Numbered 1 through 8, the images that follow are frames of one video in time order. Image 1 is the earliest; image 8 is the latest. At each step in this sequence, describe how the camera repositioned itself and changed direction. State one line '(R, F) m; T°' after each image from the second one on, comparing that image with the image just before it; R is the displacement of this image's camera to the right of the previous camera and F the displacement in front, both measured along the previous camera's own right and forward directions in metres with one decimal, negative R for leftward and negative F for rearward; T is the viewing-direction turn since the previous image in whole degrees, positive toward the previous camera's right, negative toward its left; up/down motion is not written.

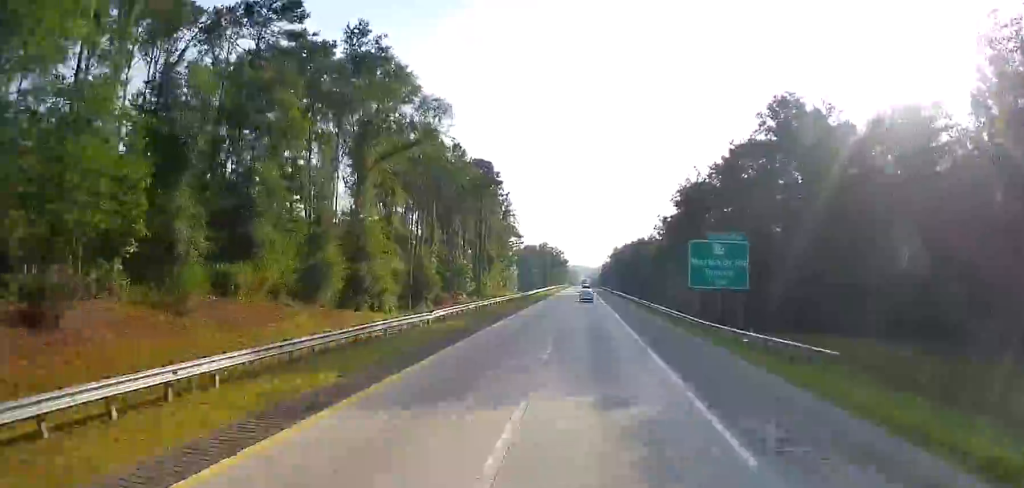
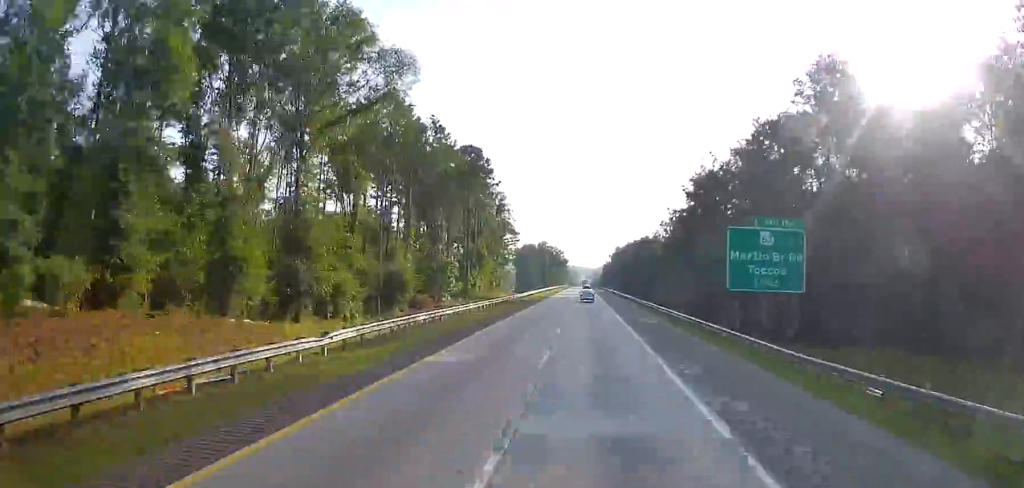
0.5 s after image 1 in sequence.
(+0.1, +14.4) m; 0°
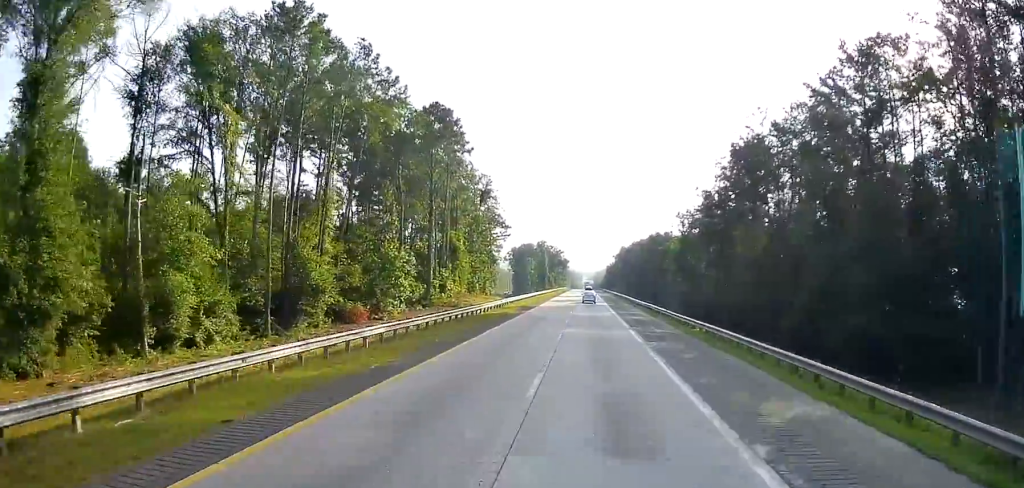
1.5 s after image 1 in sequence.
(+0.1, +28.7) m; -1°
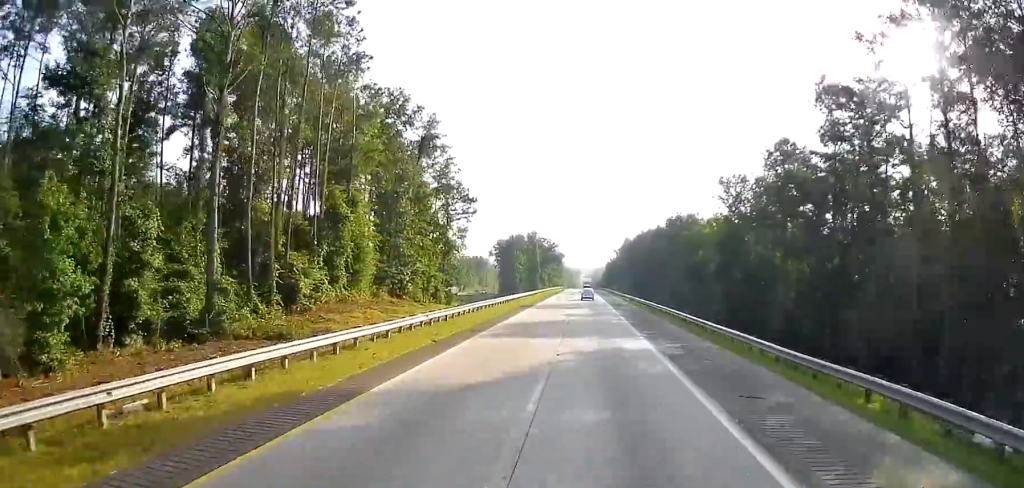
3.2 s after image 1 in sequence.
(-0.4, +50.7) m; 0°
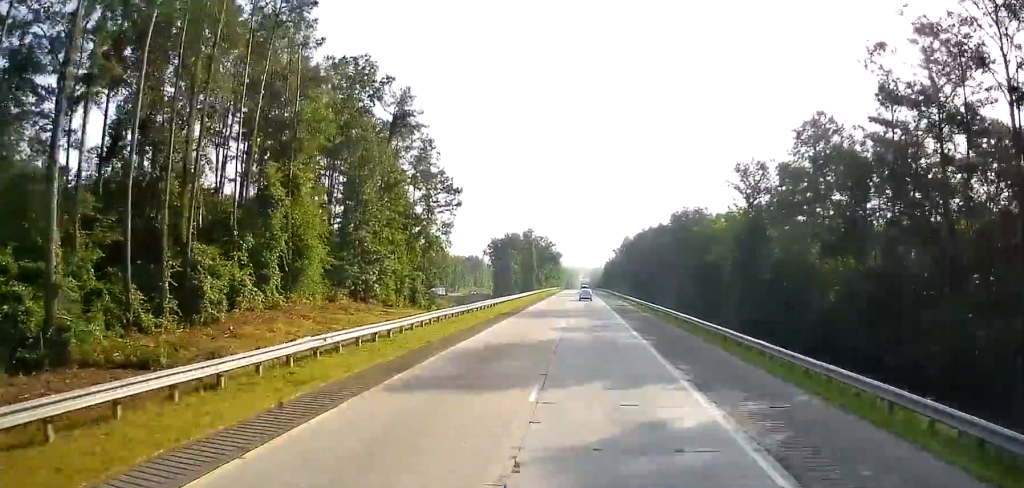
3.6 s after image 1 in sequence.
(+0.3, +12.8) m; 0°
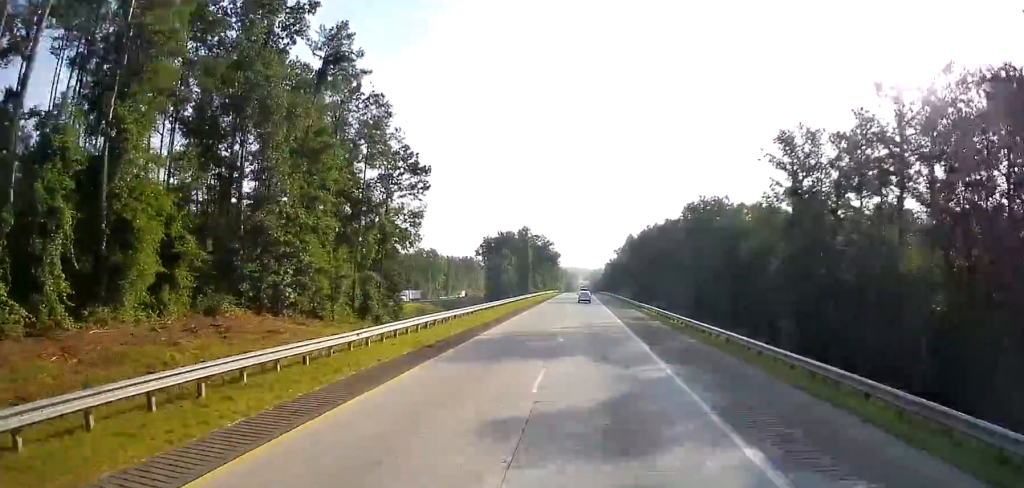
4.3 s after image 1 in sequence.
(-0.3, +21.6) m; 0°
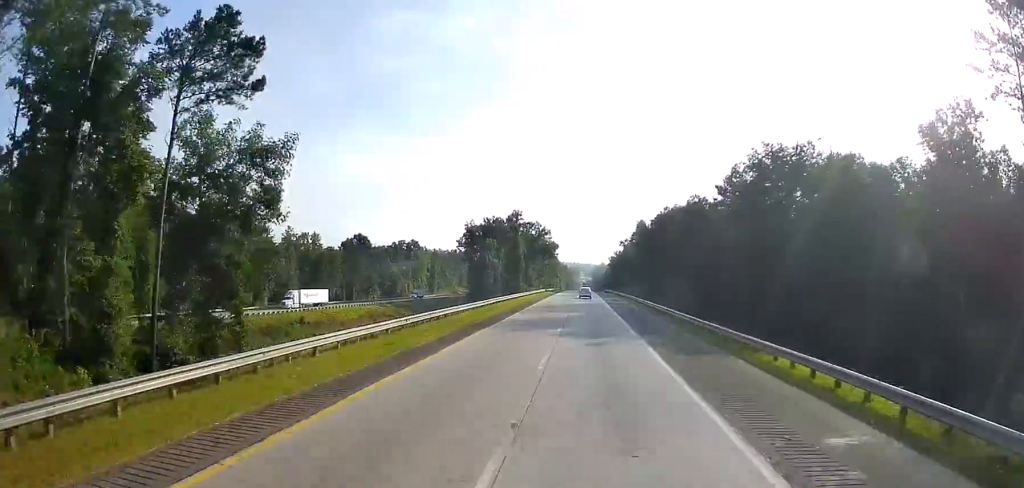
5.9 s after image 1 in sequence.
(0.0, +45.7) m; 0°
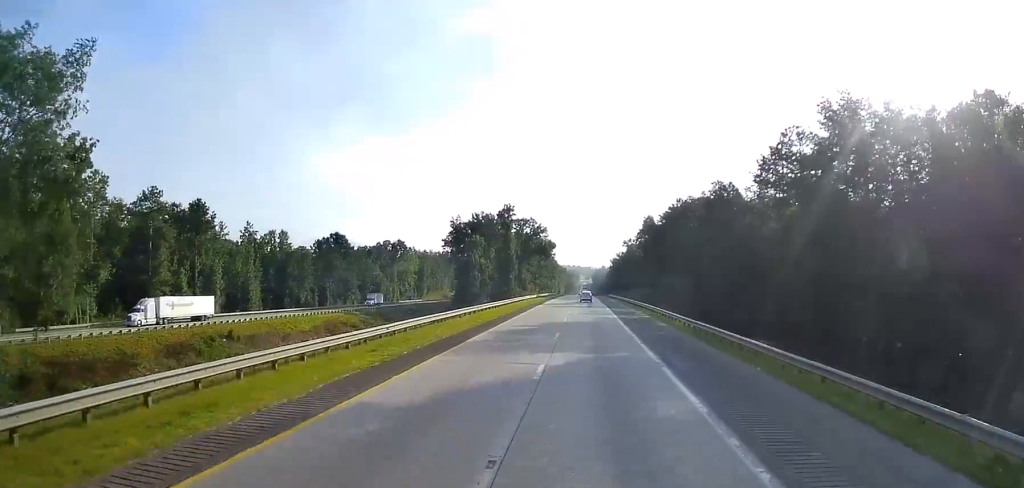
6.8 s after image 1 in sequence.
(-0.3, +25.4) m; +1°
